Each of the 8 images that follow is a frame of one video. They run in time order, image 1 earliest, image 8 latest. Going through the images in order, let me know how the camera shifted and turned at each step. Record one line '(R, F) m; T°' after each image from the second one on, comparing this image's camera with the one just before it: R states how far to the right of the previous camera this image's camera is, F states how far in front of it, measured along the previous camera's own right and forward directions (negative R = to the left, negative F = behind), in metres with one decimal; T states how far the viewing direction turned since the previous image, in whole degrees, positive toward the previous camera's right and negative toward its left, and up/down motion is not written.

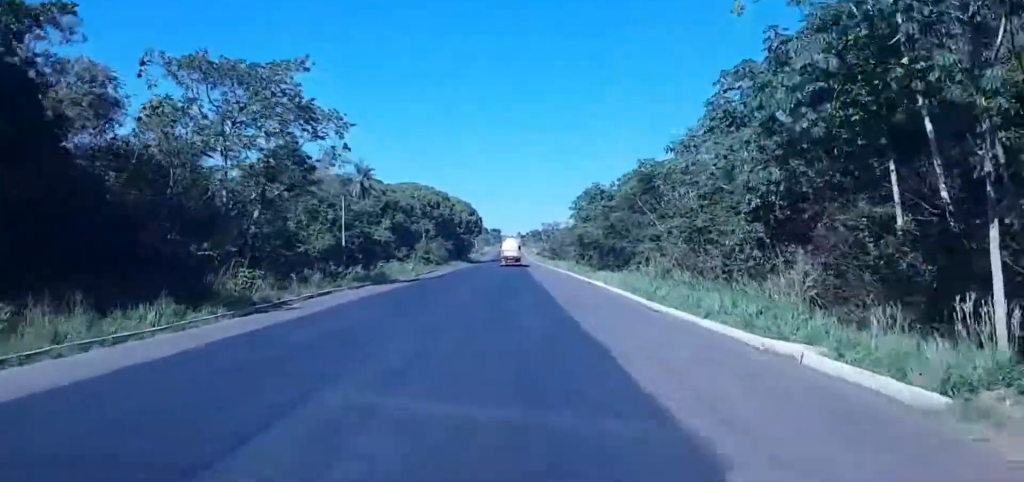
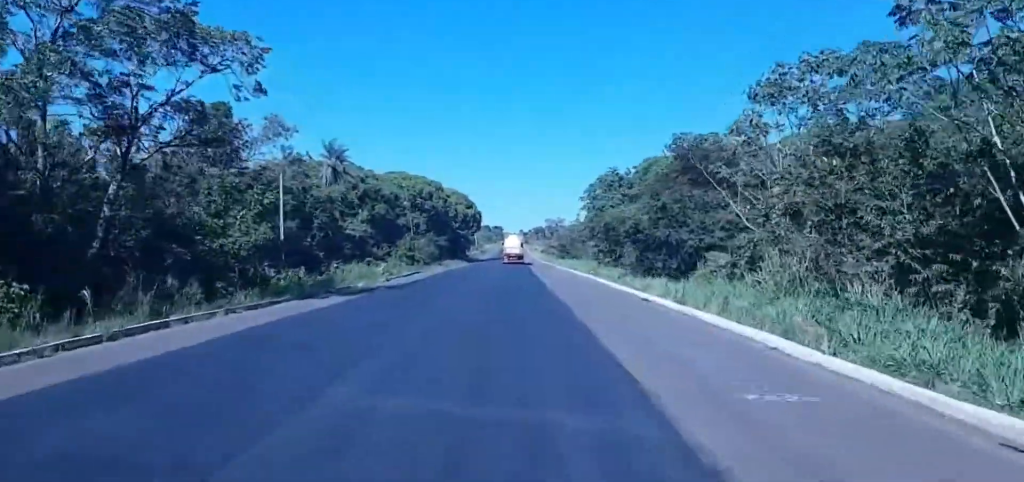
(-0.1, +21.1) m; 0°
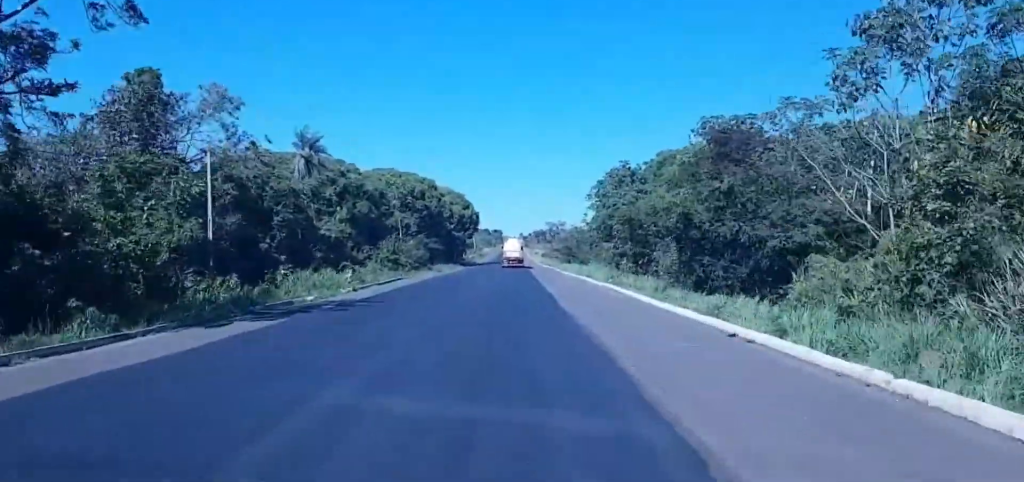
(0.0, +12.5) m; 0°
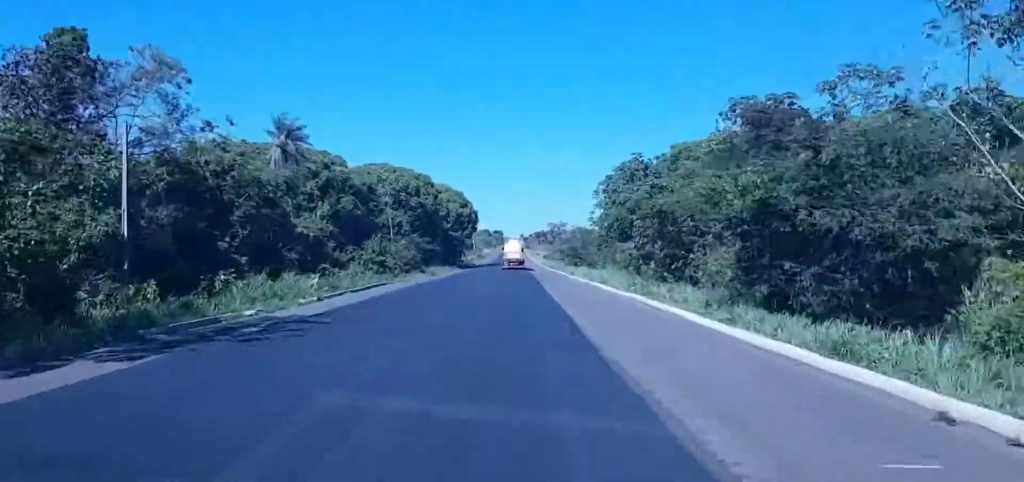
(+0.1, +8.9) m; 0°
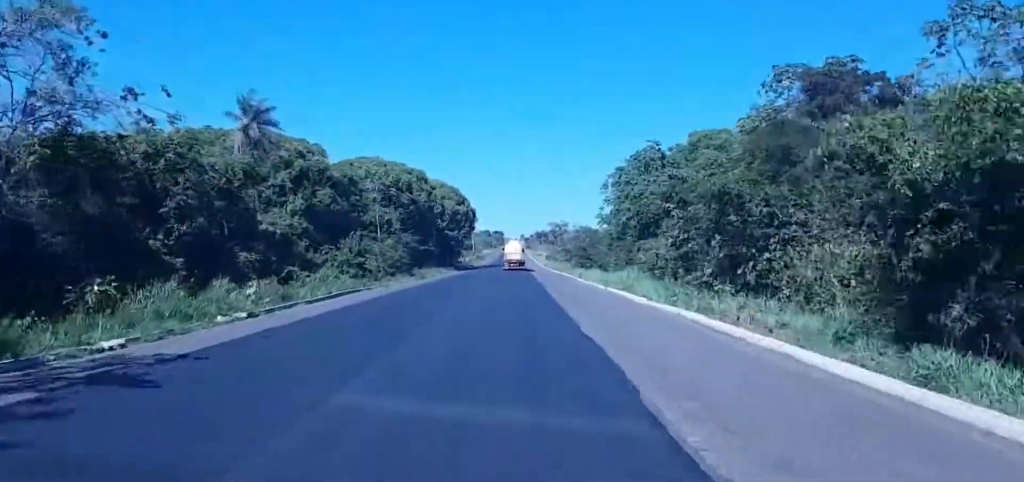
(-0.1, +9.6) m; -1°
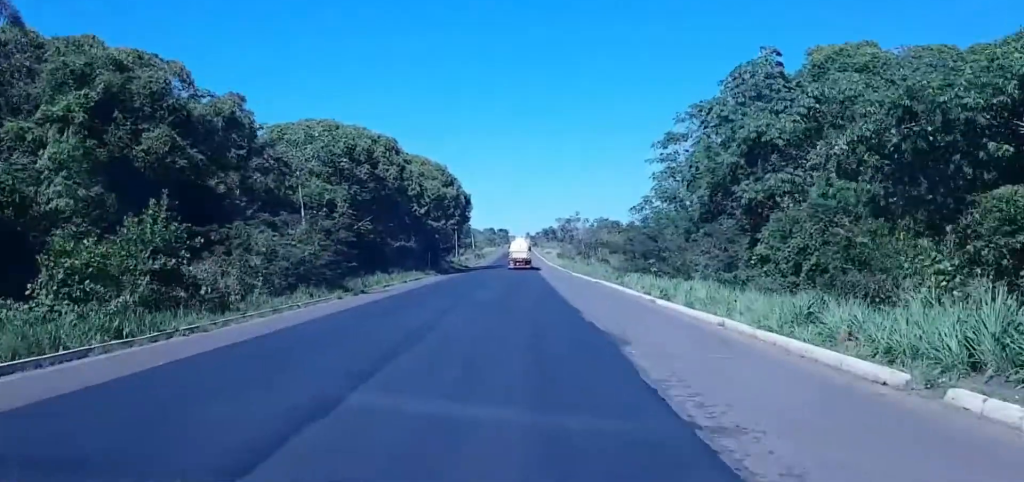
(-0.2, +32.7) m; +1°
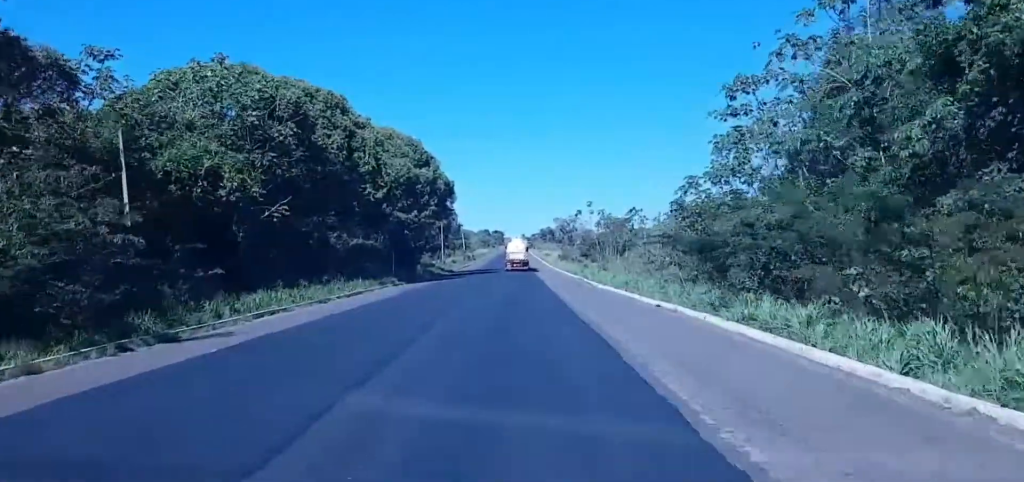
(+0.3, +26.4) m; 0°
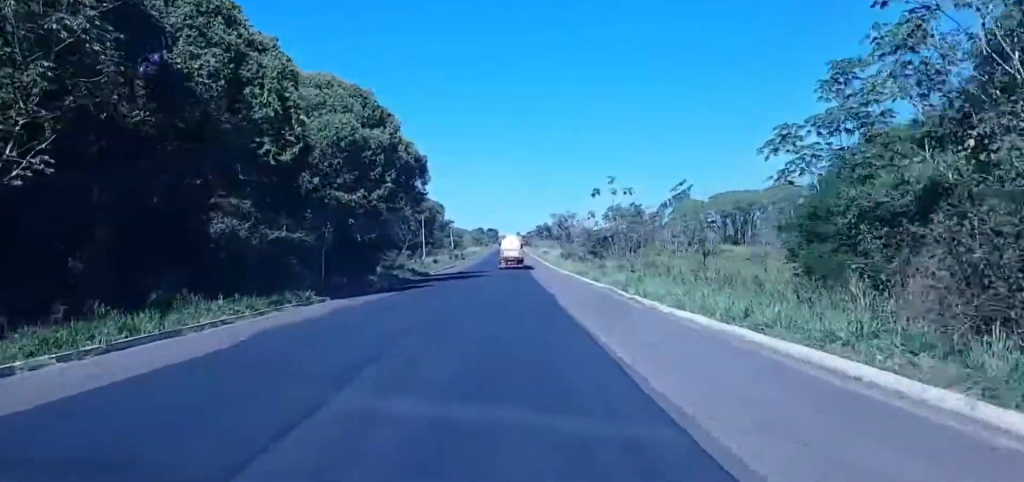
(-0.4, +25.7) m; -1°
